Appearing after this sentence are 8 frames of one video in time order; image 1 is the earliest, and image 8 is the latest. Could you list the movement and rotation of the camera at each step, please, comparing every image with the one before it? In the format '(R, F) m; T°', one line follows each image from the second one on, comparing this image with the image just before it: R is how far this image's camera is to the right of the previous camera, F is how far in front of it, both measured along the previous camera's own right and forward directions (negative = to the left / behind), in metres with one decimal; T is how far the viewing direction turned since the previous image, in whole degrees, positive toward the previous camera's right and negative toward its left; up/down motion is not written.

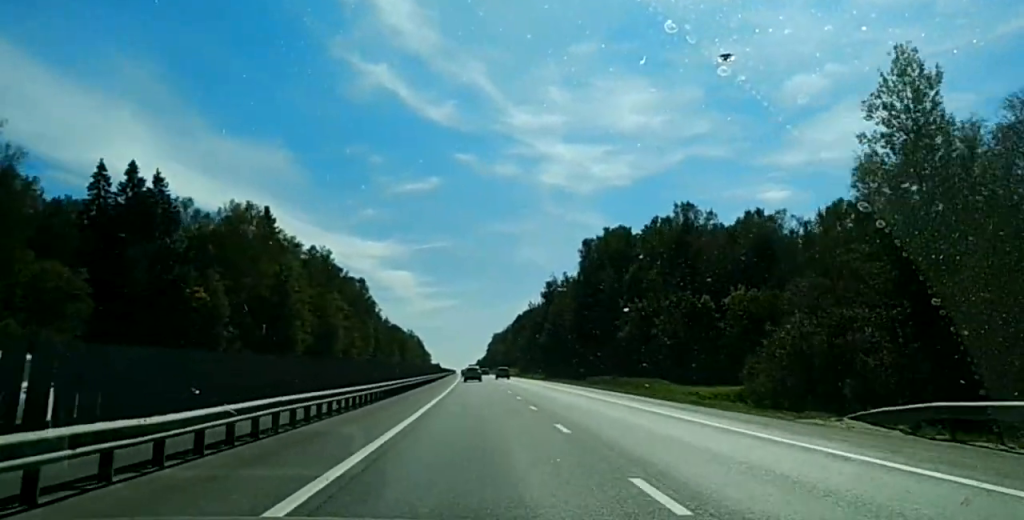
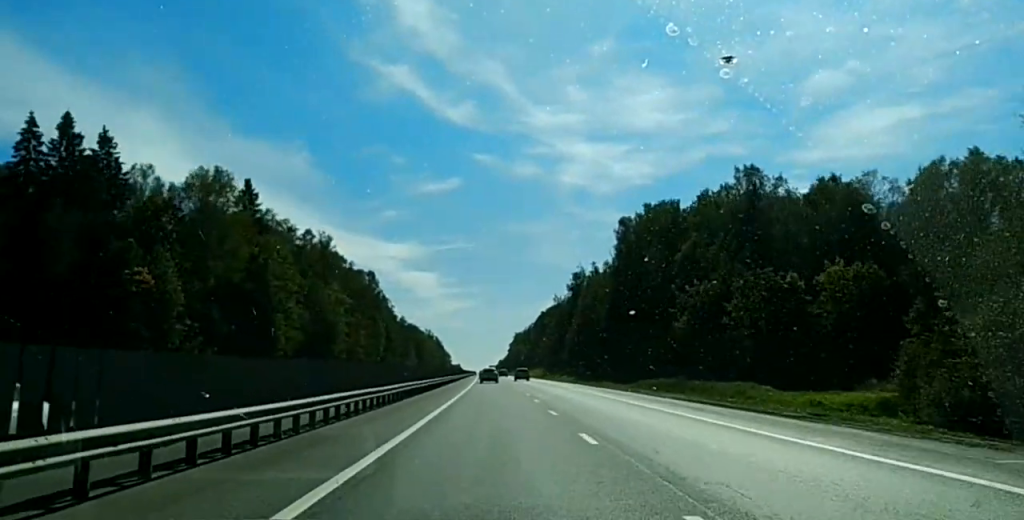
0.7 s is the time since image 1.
(0.0, +27.3) m; 0°
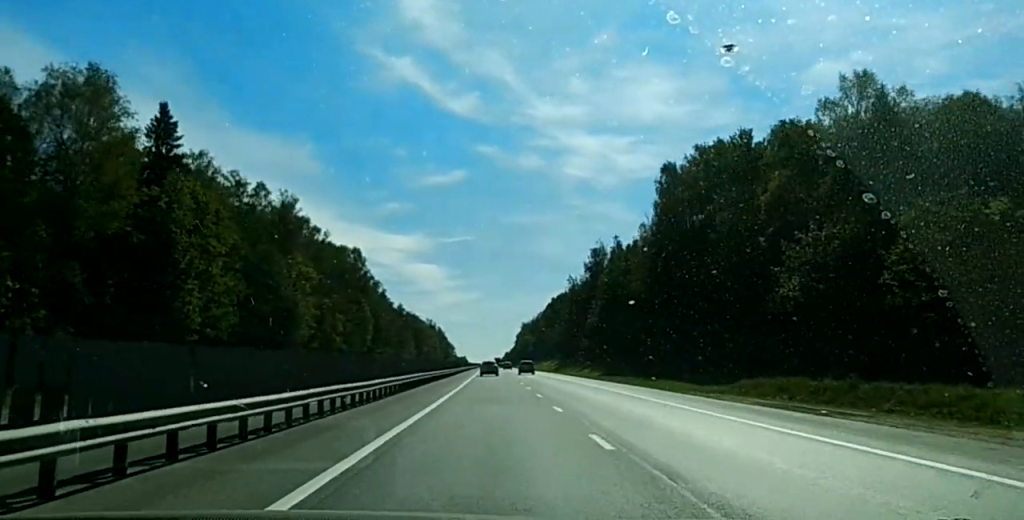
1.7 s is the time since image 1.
(-0.1, +36.4) m; 0°
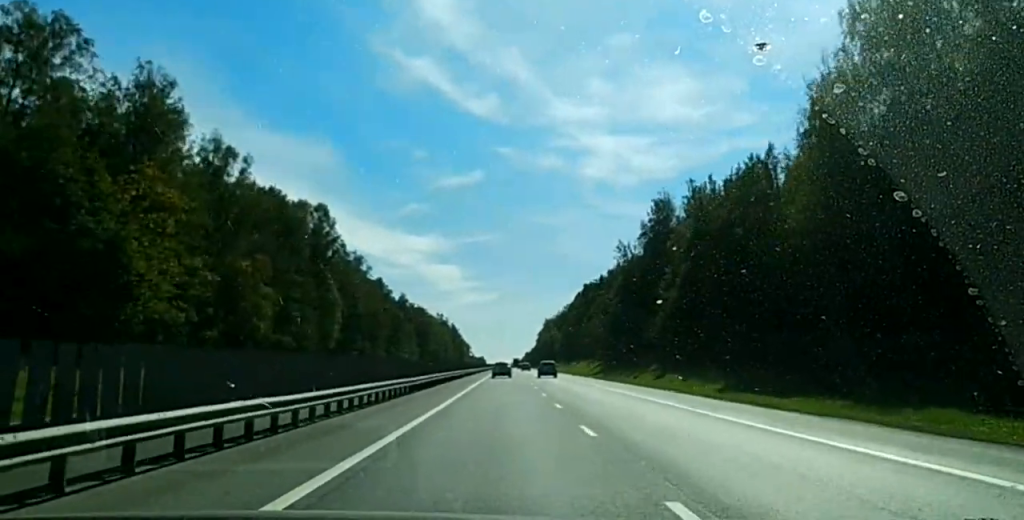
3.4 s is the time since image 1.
(+0.4, +66.6) m; 0°
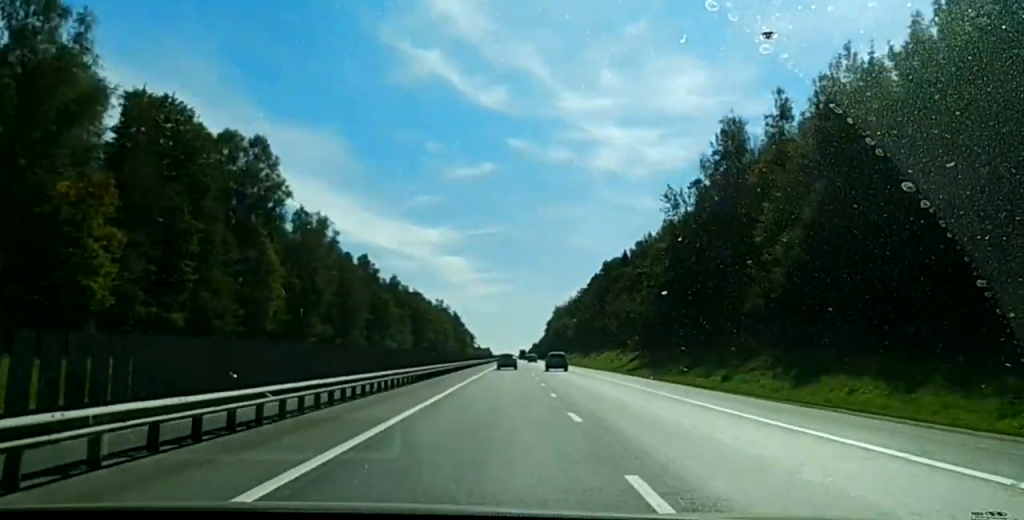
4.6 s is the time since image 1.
(-0.4, +43.8) m; -1°
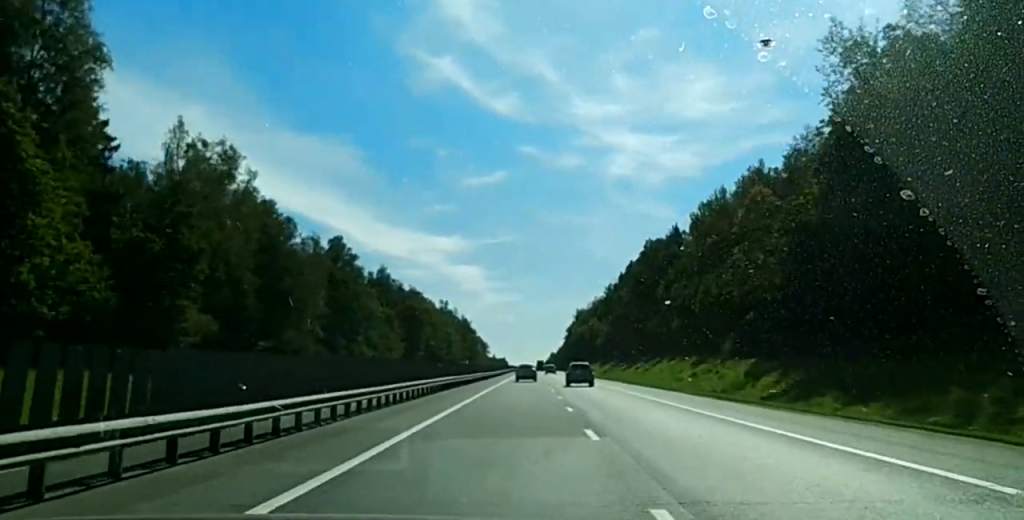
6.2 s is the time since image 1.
(+0.2, +60.1) m; +1°
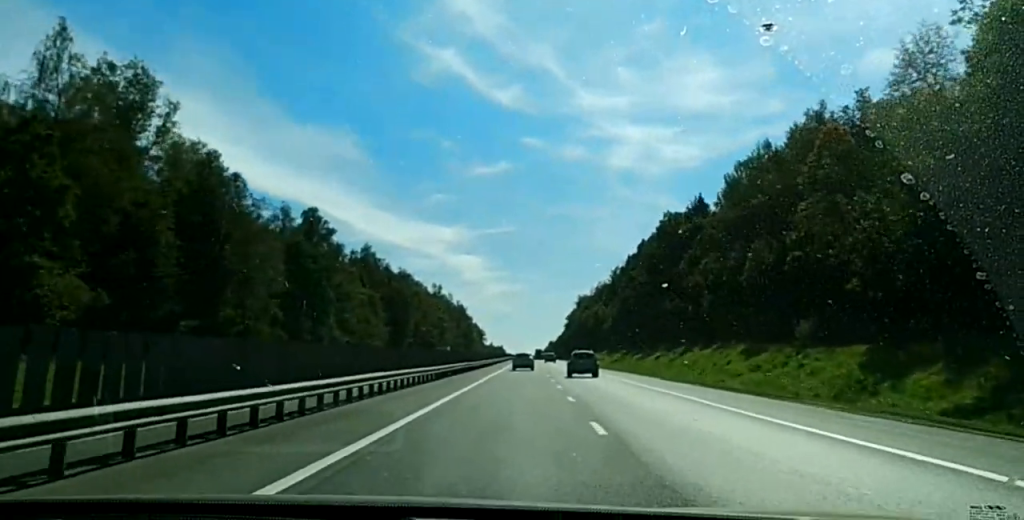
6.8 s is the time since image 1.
(+0.2, +23.9) m; 0°
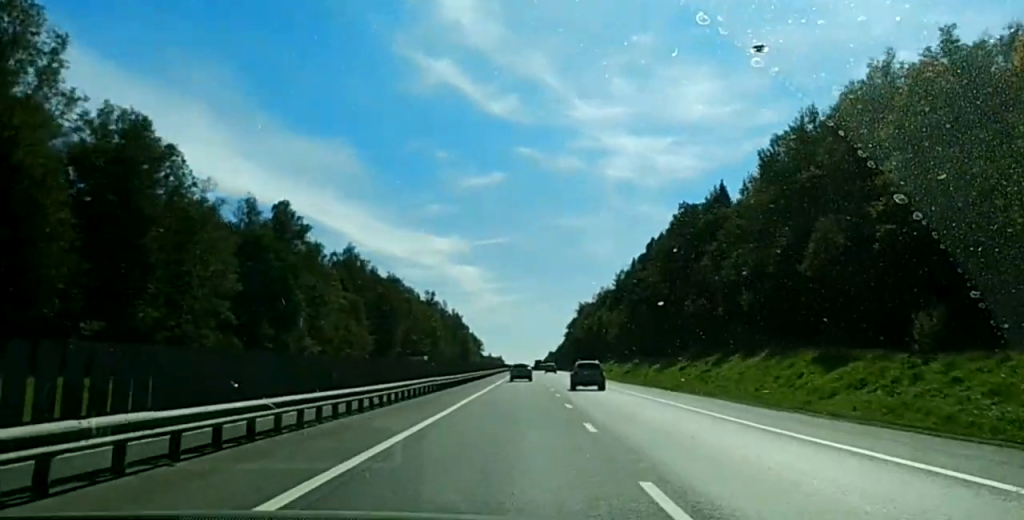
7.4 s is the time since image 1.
(0.0, +19.4) m; 0°
